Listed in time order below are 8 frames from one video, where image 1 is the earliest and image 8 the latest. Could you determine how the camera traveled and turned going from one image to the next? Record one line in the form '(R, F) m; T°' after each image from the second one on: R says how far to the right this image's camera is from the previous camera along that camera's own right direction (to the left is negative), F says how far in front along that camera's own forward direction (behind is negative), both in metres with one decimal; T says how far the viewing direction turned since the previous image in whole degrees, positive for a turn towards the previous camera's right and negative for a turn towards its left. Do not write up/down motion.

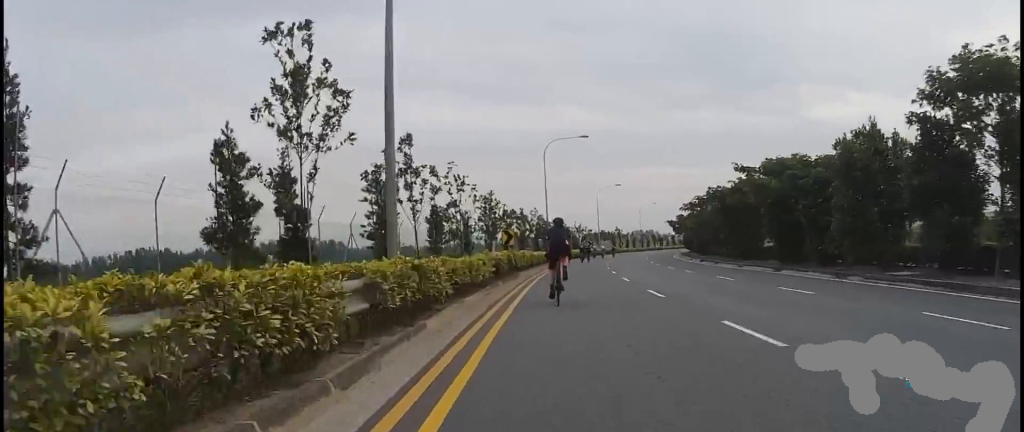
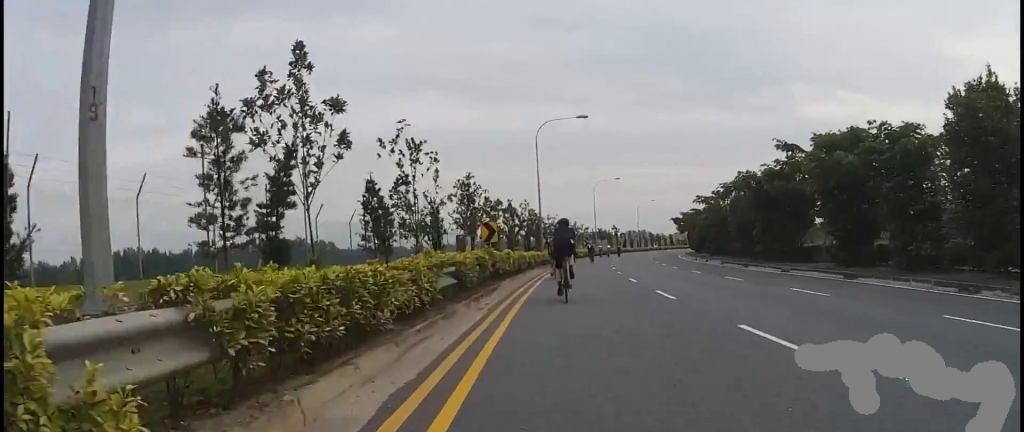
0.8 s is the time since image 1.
(-0.2, +6.9) m; 0°
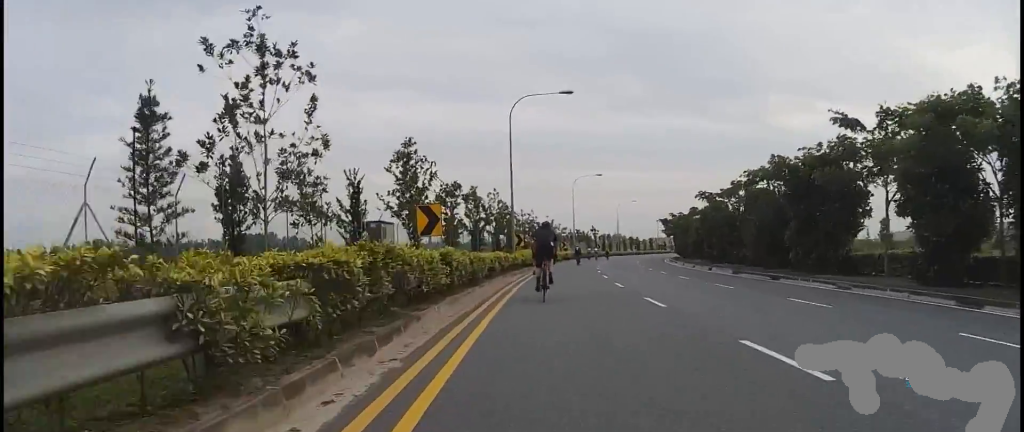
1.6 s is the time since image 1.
(0.0, +7.2) m; +2°
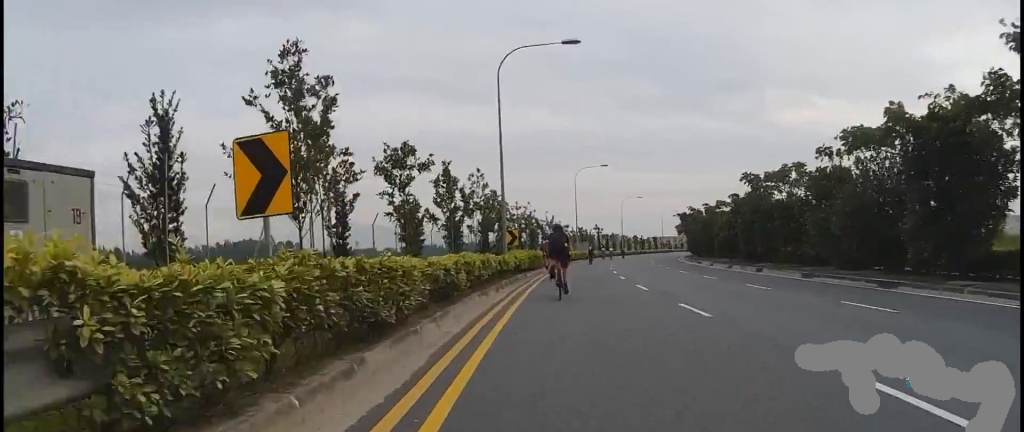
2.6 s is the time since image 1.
(+0.3, +8.2) m; 0°
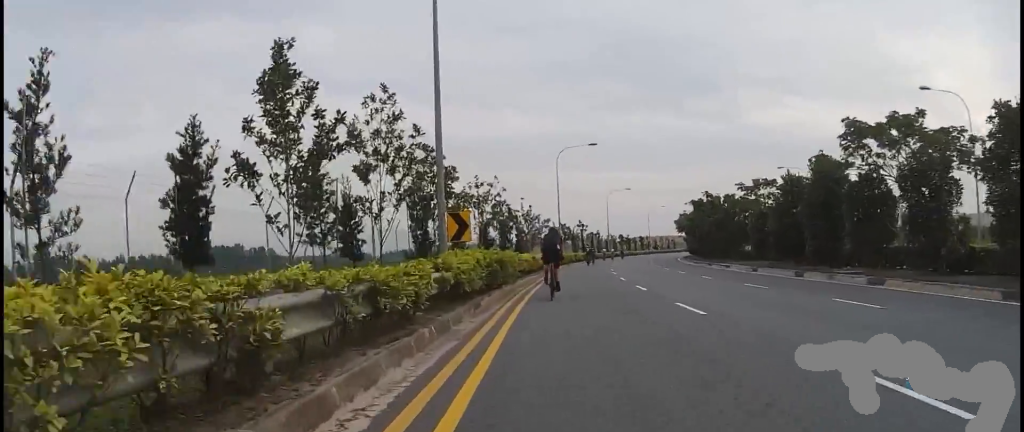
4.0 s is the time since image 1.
(-0.2, +11.8) m; 0°
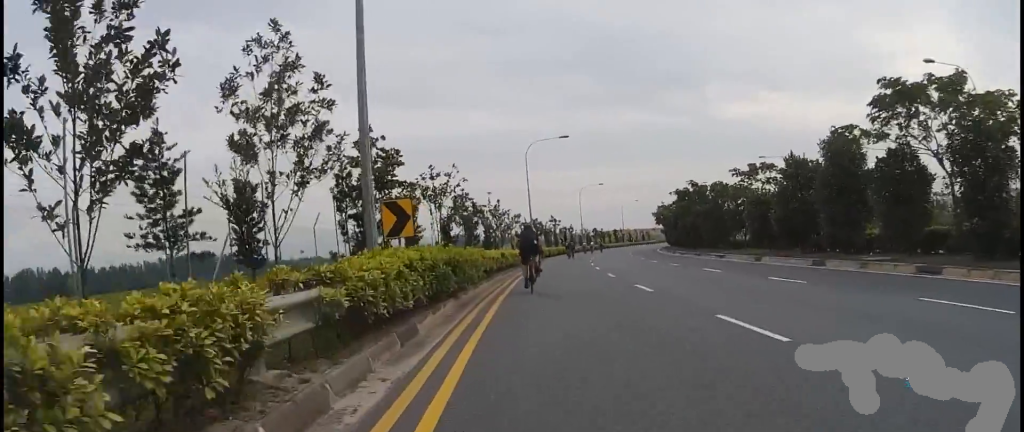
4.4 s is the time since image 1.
(+0.2, +3.7) m; 0°
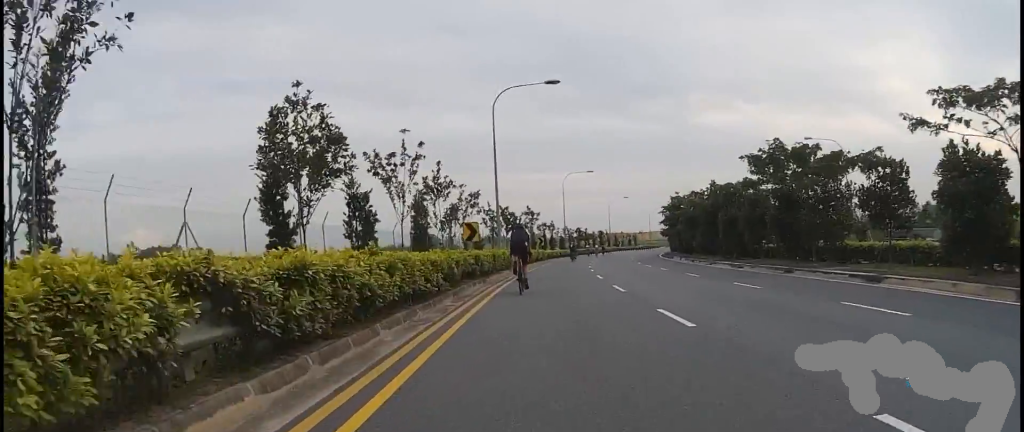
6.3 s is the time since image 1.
(+2.4, +16.2) m; +10°
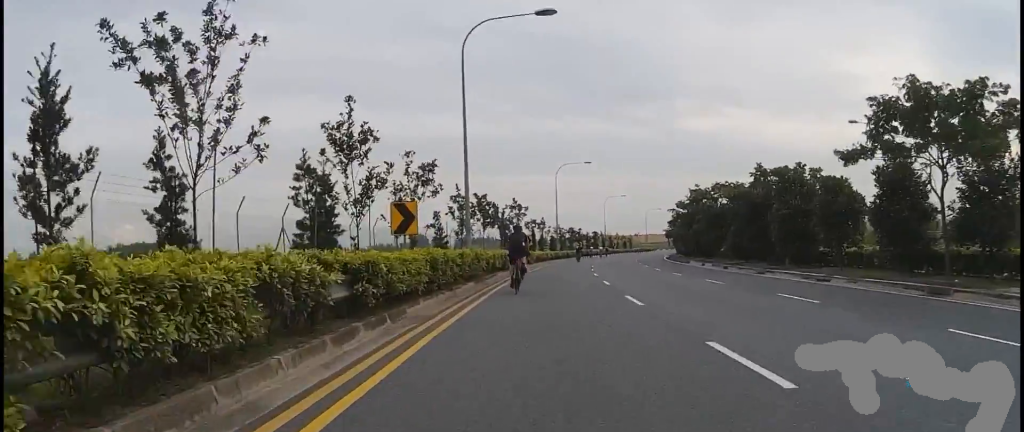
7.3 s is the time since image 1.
(-1.3, +9.0) m; 0°
